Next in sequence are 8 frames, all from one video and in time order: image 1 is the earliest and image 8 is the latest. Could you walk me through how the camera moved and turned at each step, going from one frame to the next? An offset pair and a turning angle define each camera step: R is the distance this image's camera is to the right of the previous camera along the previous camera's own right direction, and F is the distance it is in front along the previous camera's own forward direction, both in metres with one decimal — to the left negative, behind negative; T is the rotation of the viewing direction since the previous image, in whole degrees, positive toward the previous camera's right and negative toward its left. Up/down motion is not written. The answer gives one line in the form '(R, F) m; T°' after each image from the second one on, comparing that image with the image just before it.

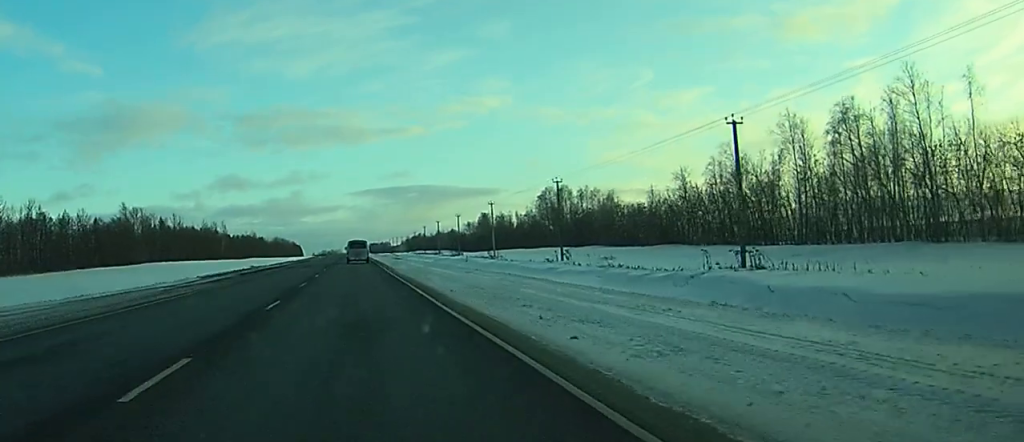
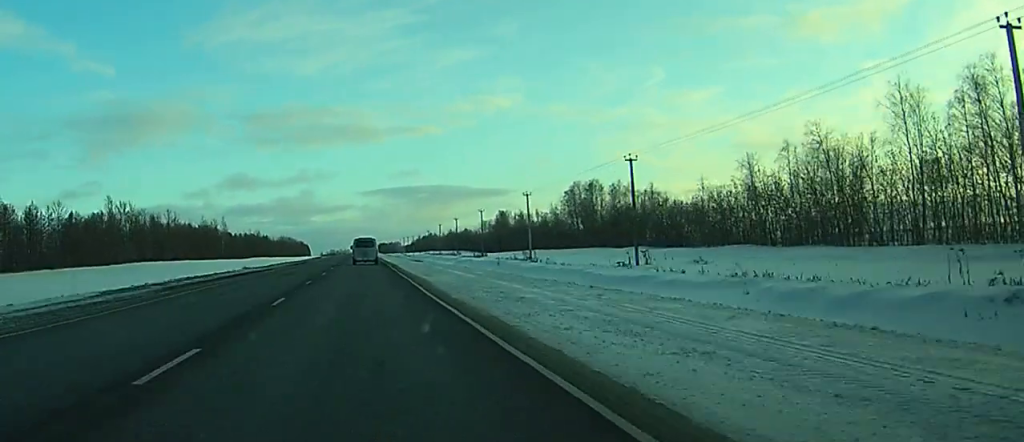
(0.0, +23.4) m; 0°
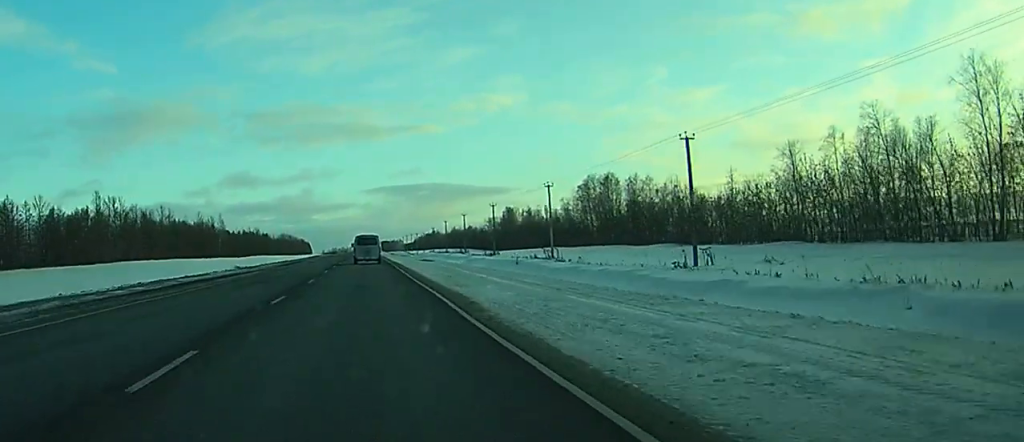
(0.0, +12.5) m; 0°
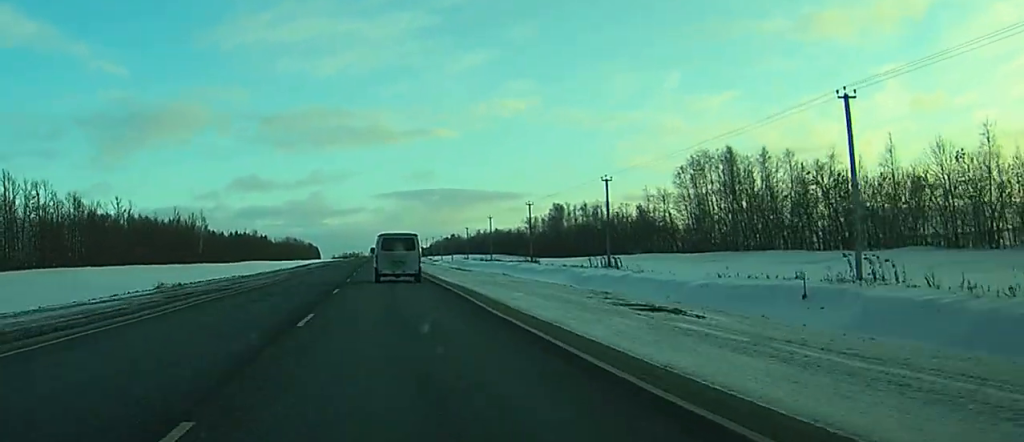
(-0.8, +64.8) m; -1°
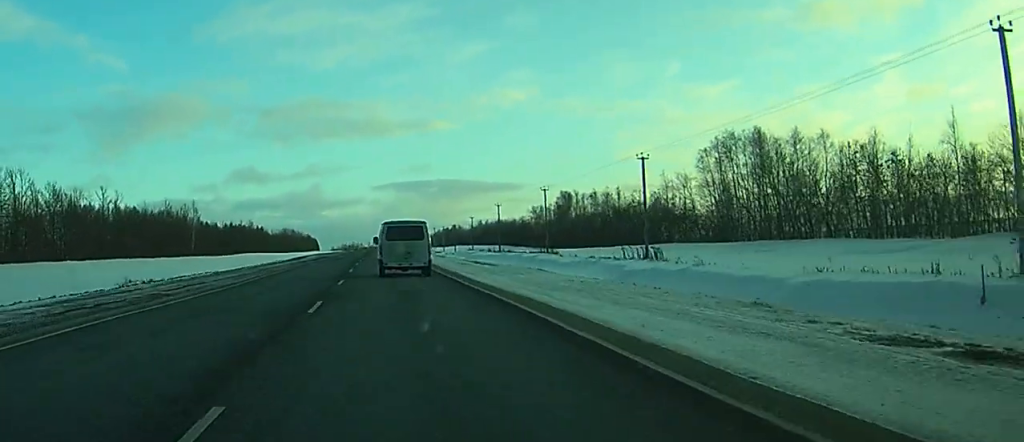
(0.0, +12.3) m; 0°
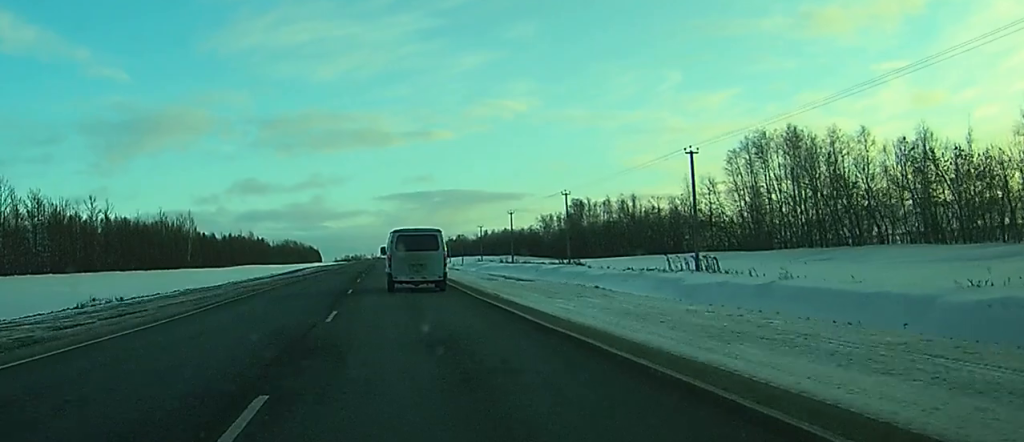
(-0.1, +11.3) m; 0°
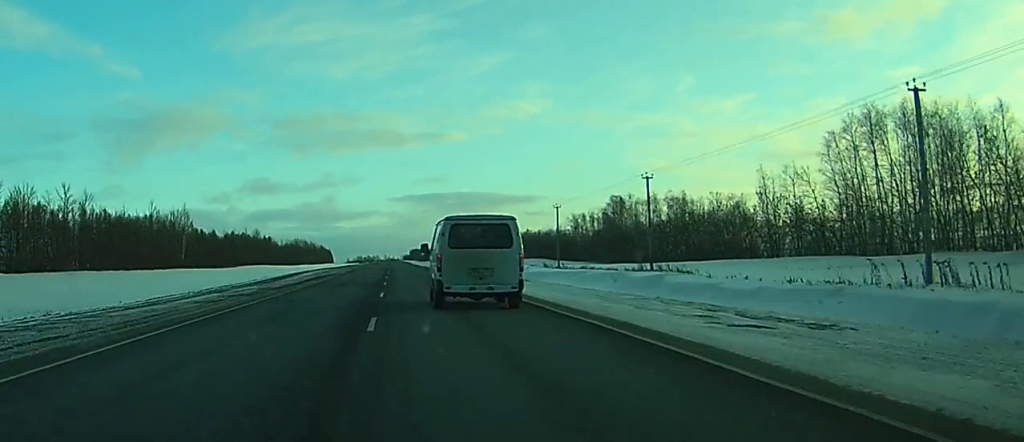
(-0.1, +27.1) m; 0°
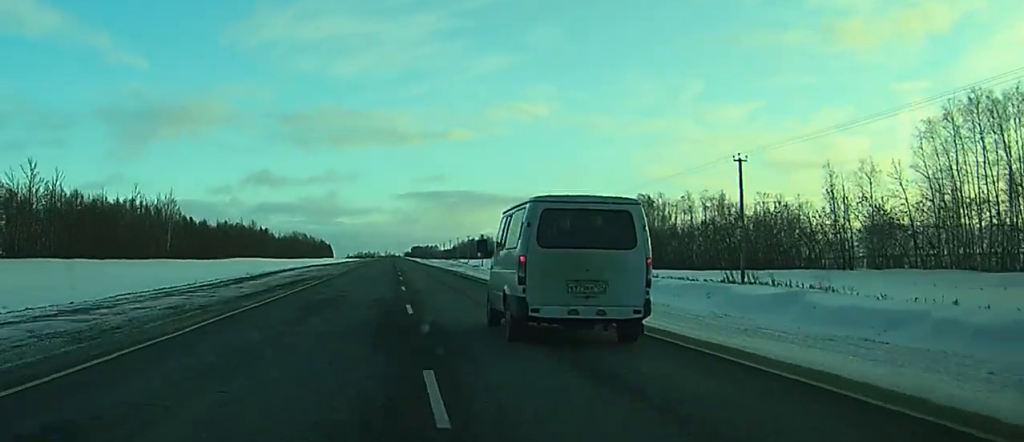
(0.0, +19.8) m; 0°
